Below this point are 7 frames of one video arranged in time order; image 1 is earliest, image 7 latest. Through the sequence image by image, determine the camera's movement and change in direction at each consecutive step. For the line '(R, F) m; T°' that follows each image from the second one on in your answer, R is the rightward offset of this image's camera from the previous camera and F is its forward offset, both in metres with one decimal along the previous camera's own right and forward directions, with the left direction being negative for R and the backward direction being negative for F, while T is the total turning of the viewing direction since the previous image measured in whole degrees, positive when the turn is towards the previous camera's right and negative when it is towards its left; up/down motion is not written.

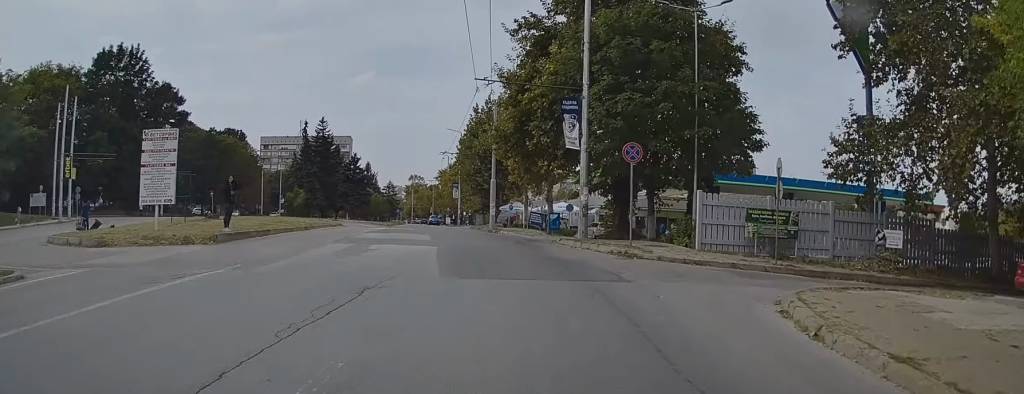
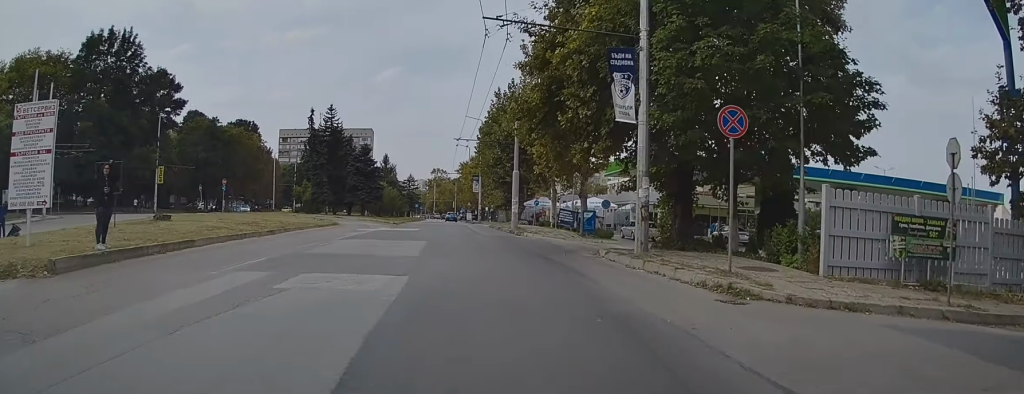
(-0.1, +8.0) m; -3°
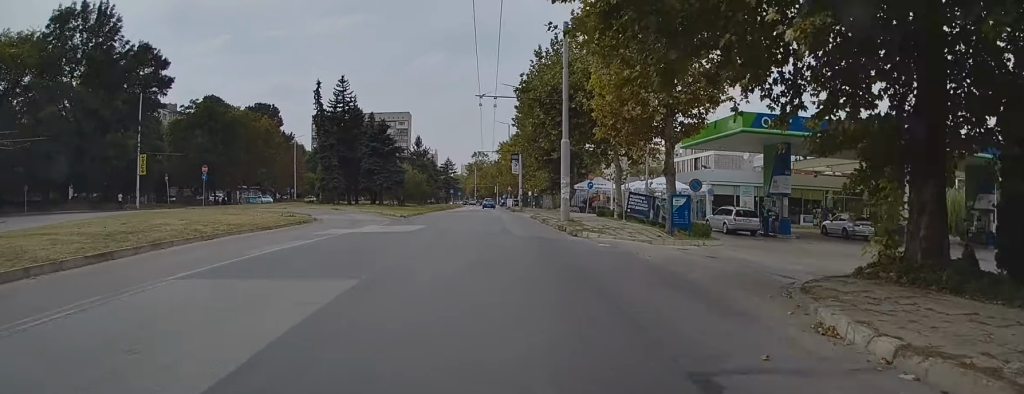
(-0.6, +13.5) m; -4°
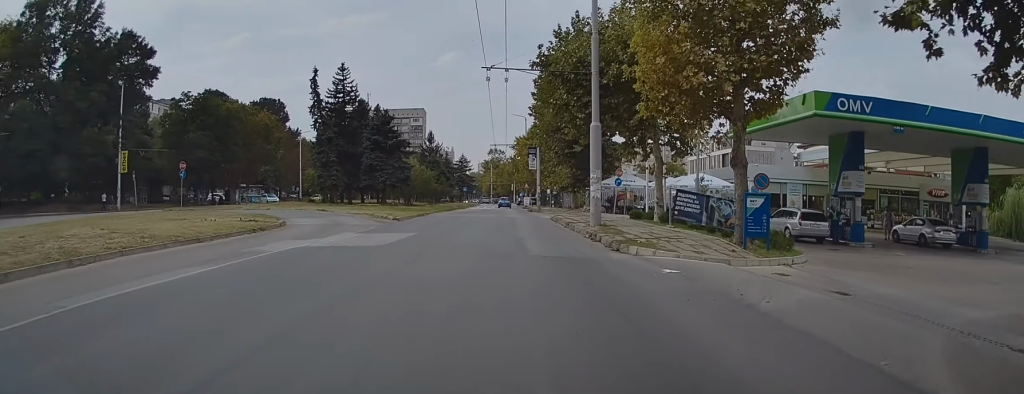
(-0.2, +6.8) m; -1°
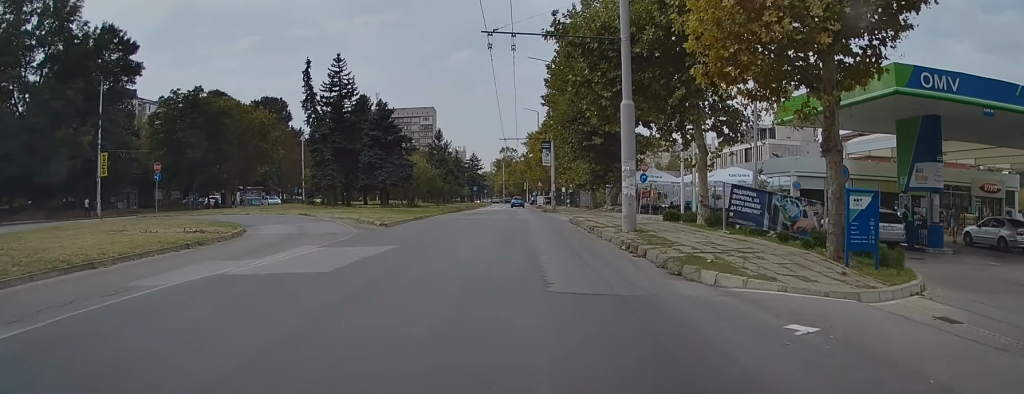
(0.0, +5.5) m; 0°
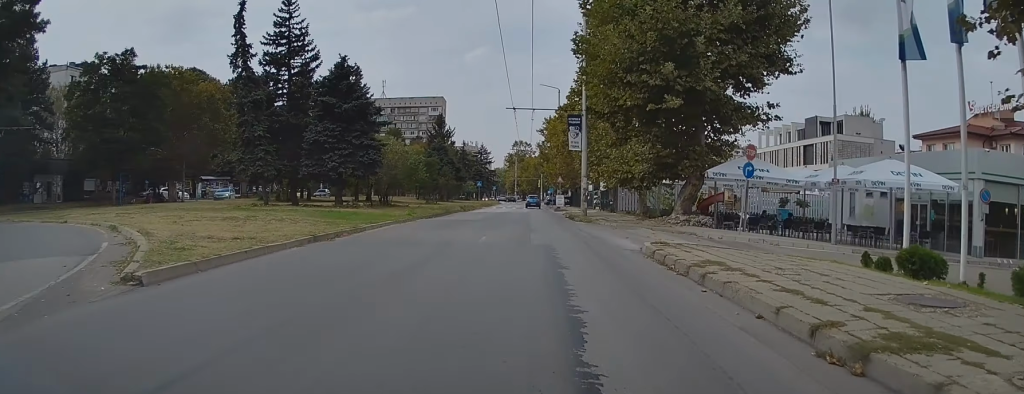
(0.0, +18.1) m; -1°
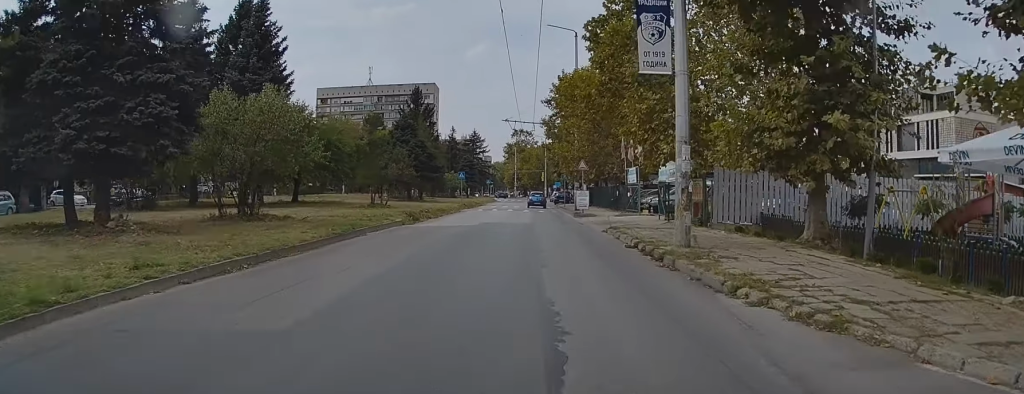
(-0.9, +24.2) m; -3°
